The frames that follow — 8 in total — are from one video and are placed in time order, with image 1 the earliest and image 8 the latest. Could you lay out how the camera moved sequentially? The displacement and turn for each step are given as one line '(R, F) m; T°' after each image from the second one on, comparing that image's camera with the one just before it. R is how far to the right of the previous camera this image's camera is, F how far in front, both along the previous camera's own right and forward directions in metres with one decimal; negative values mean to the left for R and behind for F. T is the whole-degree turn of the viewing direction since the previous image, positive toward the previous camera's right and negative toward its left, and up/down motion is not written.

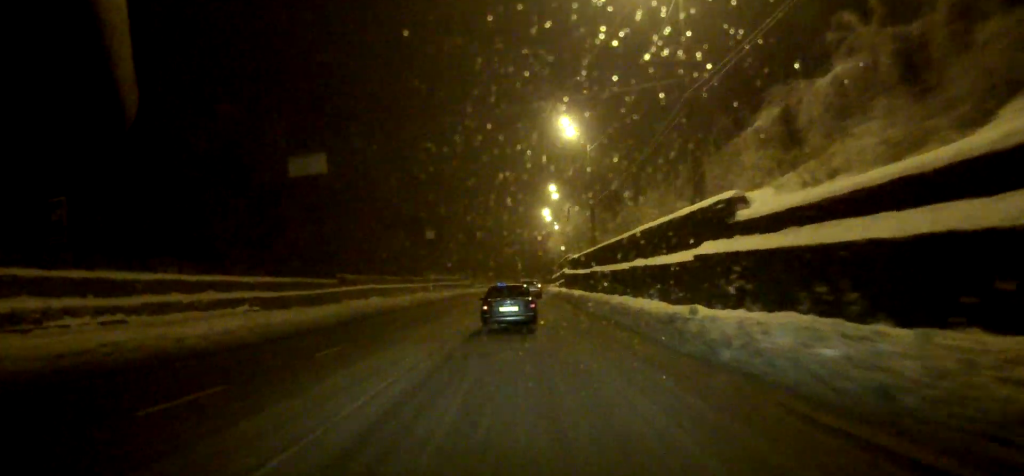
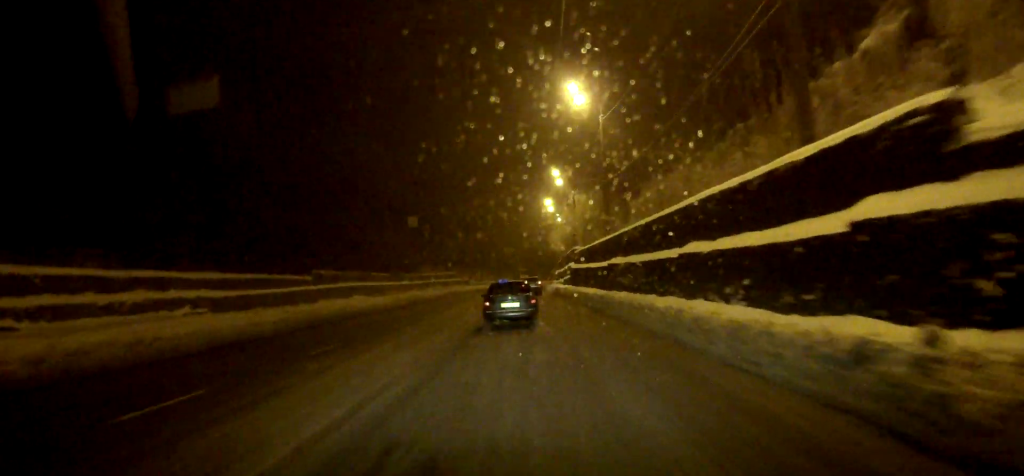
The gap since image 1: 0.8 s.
(0.0, +9.7) m; 0°
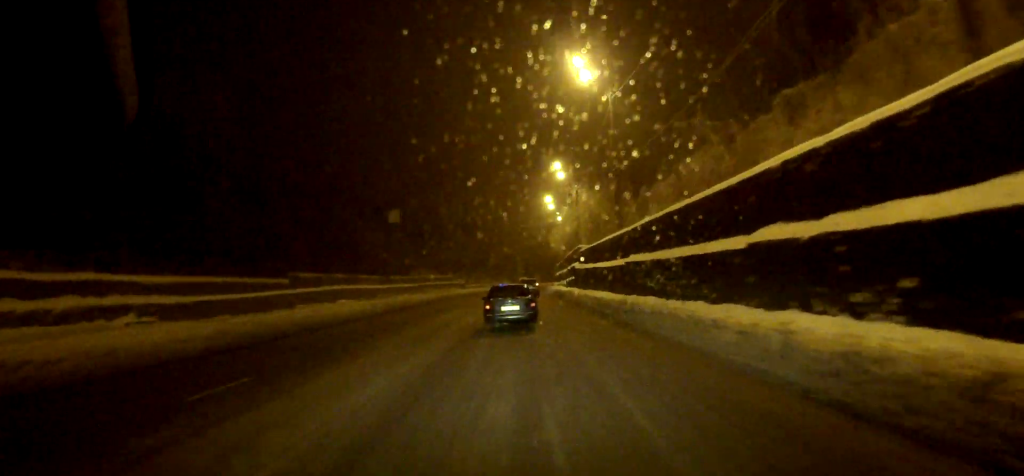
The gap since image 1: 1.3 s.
(0.0, +6.8) m; 0°
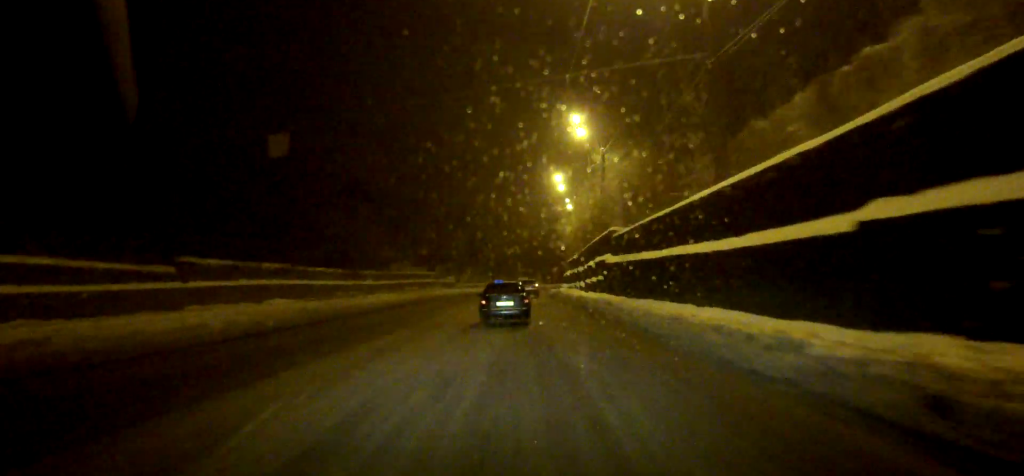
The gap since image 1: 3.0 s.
(0.0, +22.2) m; 0°
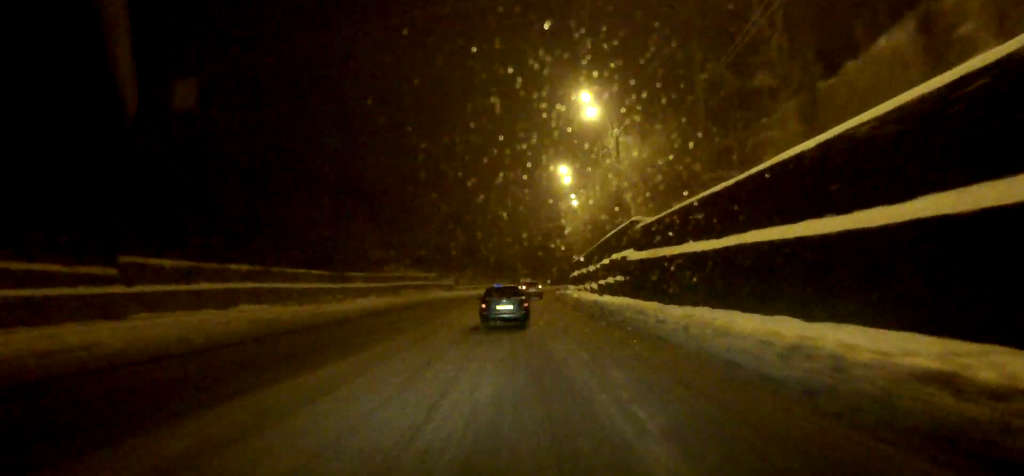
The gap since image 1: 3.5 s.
(0.0, +7.1) m; 0°
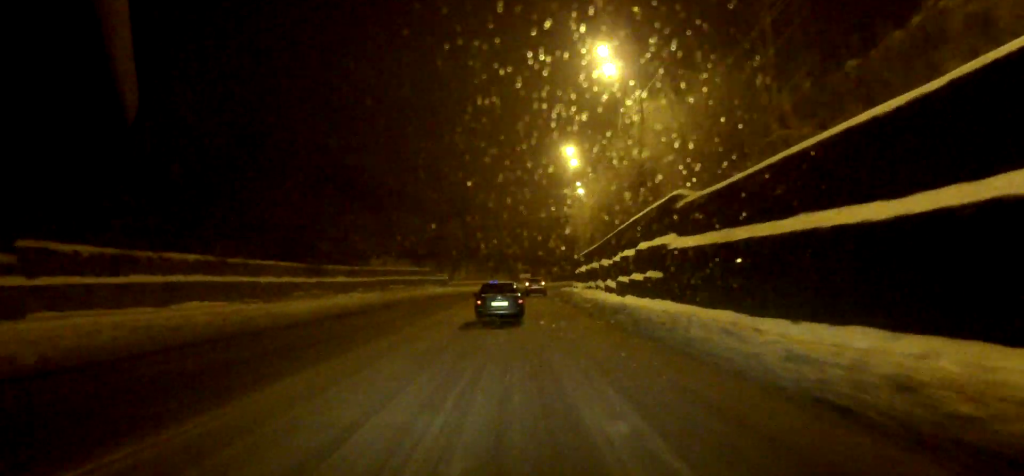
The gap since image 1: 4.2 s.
(0.0, +9.0) m; 0°
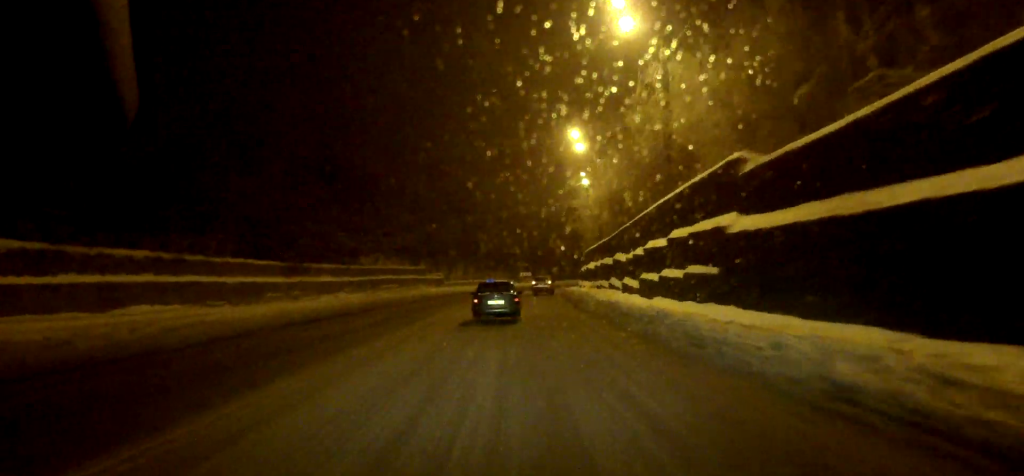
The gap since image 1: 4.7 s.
(0.0, +6.8) m; 0°
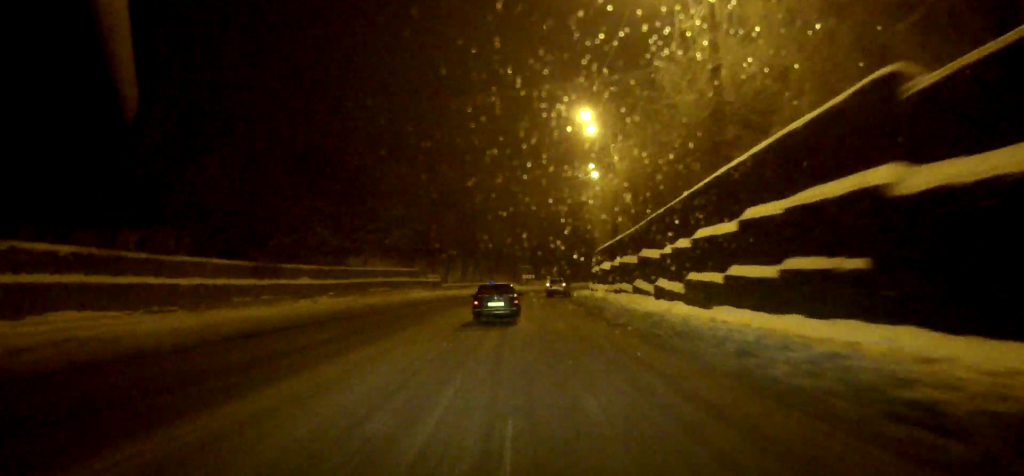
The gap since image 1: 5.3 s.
(0.0, +7.7) m; 0°
